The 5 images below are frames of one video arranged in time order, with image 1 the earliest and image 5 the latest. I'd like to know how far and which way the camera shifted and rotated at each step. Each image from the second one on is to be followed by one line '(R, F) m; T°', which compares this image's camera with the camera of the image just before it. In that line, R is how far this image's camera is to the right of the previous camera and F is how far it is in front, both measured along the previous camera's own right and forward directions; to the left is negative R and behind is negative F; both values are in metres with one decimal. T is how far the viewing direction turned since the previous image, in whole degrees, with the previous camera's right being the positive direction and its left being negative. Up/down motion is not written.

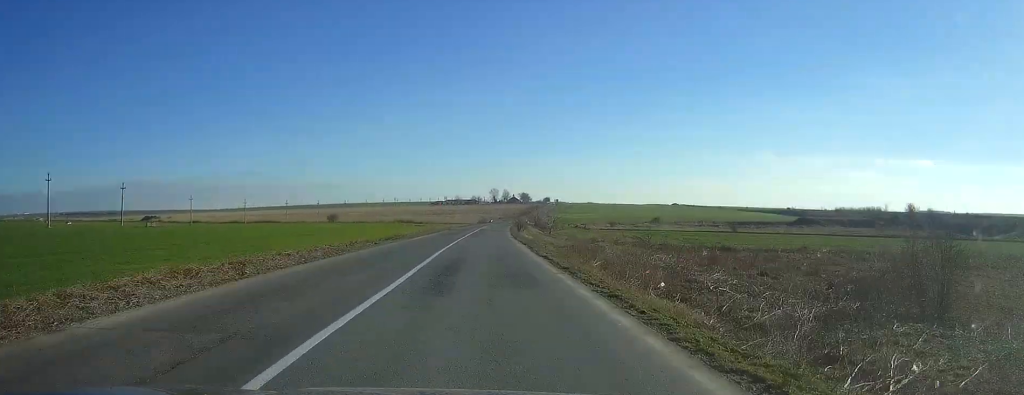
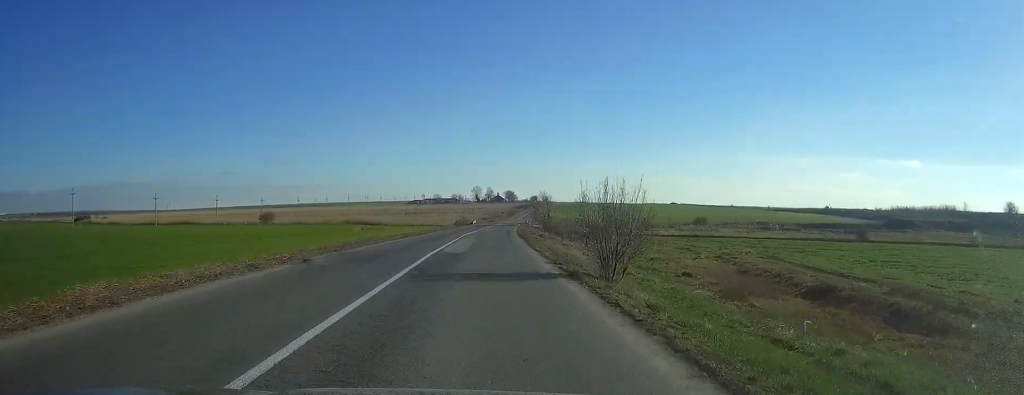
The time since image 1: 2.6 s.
(0.0, +70.6) m; 0°
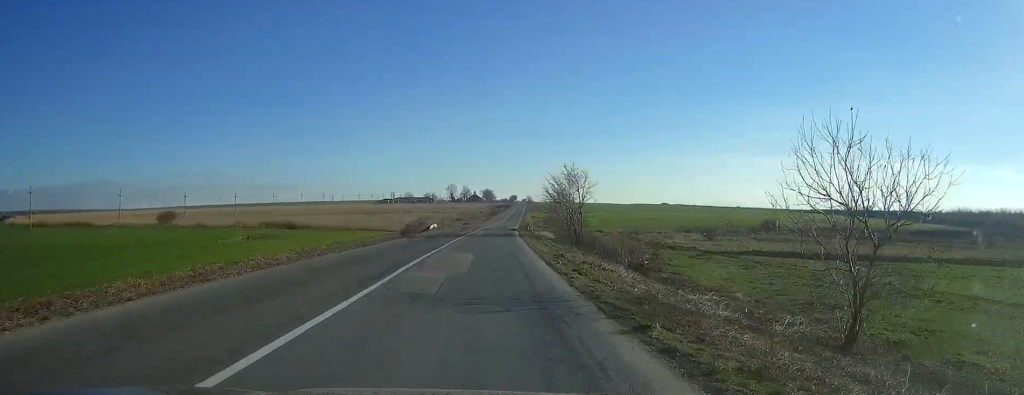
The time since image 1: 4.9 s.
(+0.5, +60.8) m; +2°
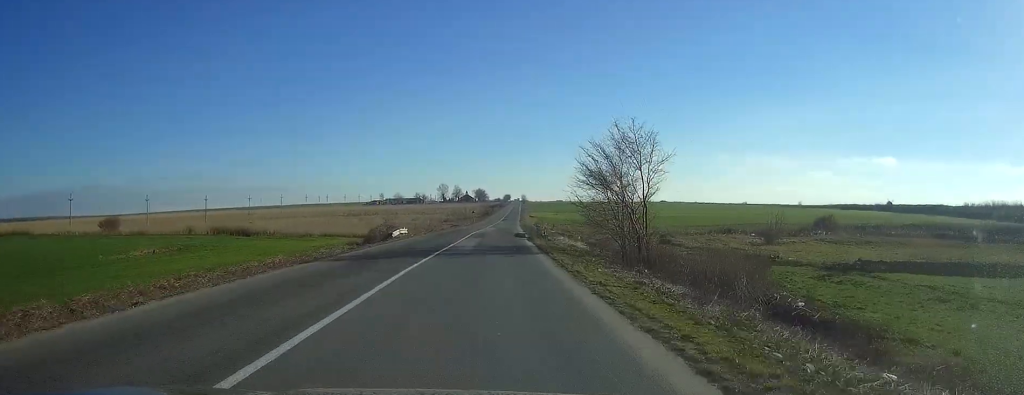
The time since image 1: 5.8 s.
(+0.5, +25.0) m; +2°
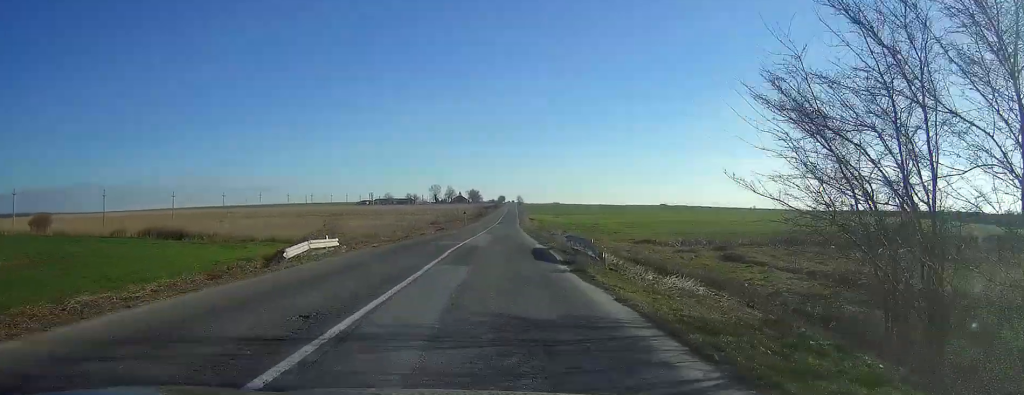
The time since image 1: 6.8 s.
(+0.4, +25.0) m; +1°
